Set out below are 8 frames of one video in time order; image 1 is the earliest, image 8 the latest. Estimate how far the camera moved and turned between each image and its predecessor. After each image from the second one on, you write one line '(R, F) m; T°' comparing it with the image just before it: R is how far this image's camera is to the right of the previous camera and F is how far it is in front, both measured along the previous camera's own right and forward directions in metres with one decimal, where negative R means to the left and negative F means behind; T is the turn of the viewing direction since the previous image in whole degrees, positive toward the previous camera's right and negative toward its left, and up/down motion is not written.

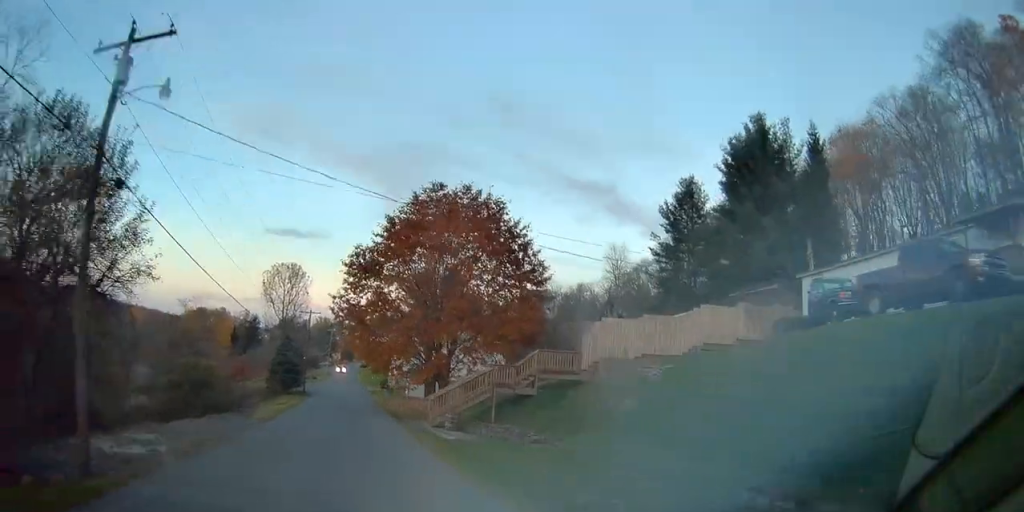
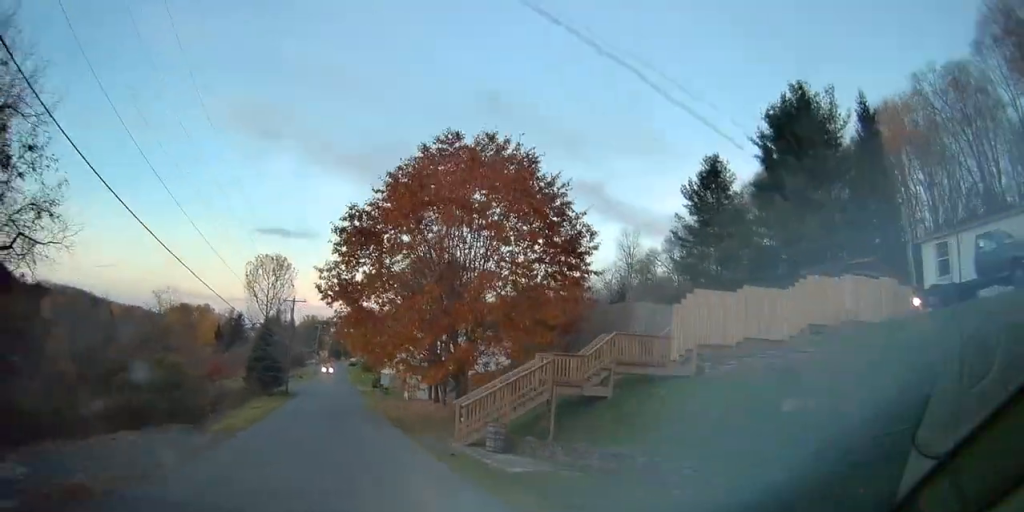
(+0.1, +8.1) m; +1°
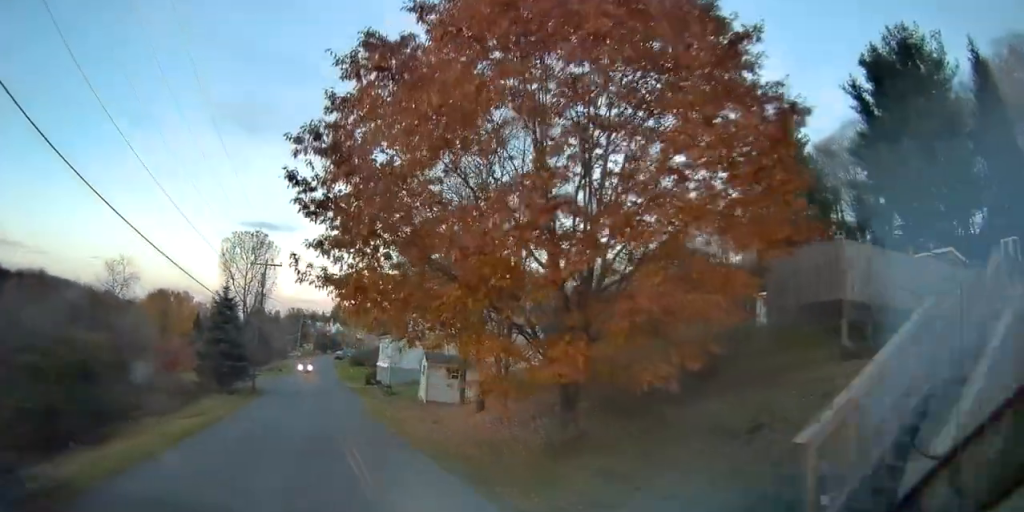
(+0.3, +14.5) m; 0°
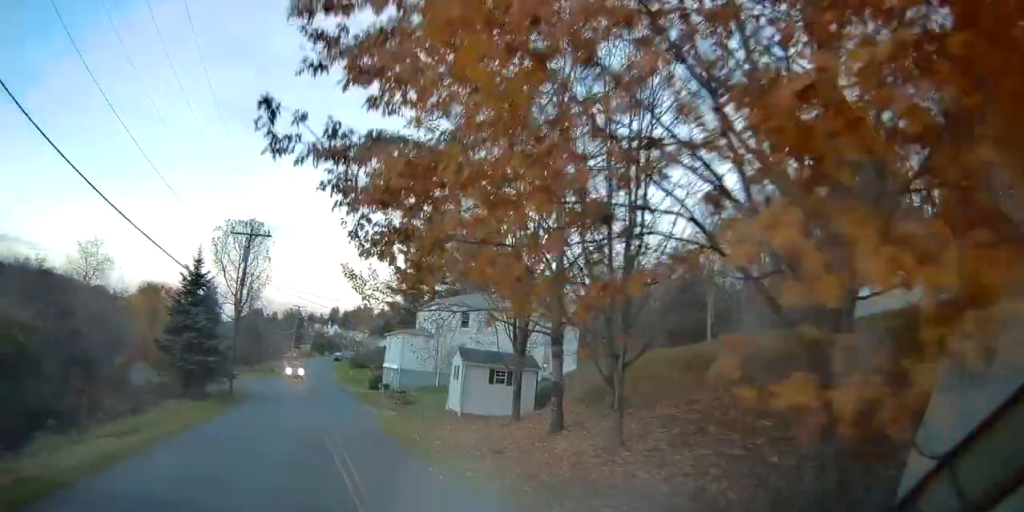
(-0.1, +8.5) m; -1°
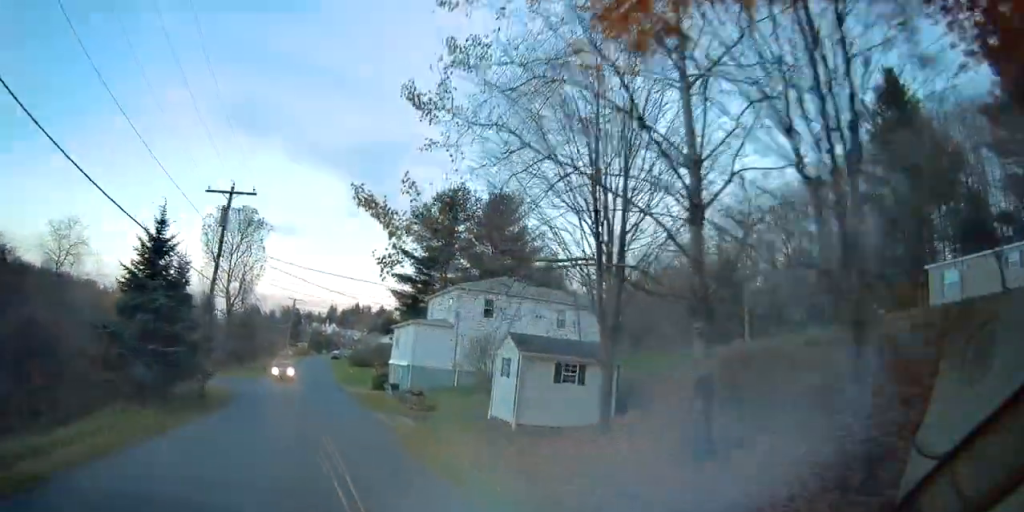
(-0.2, +6.8) m; -1°
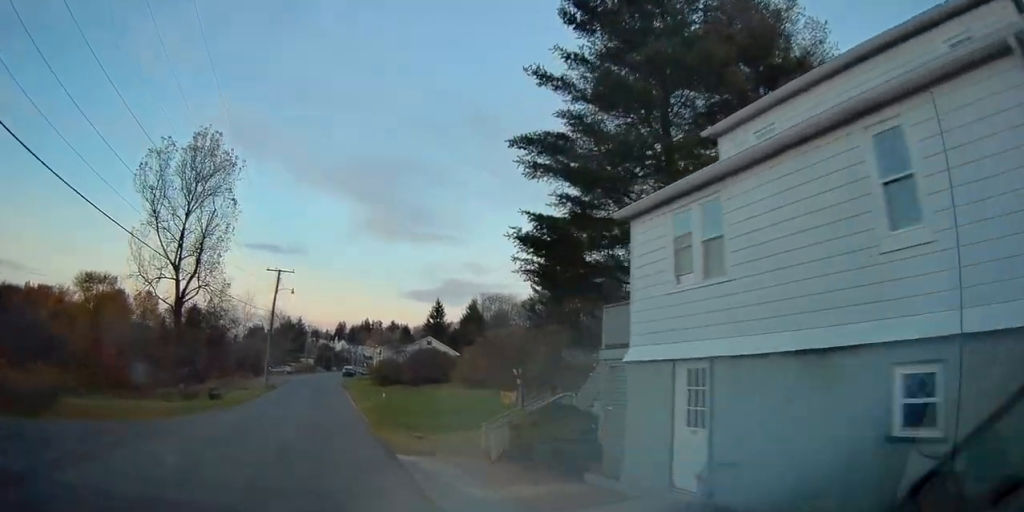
(+1.2, +35.4) m; +3°
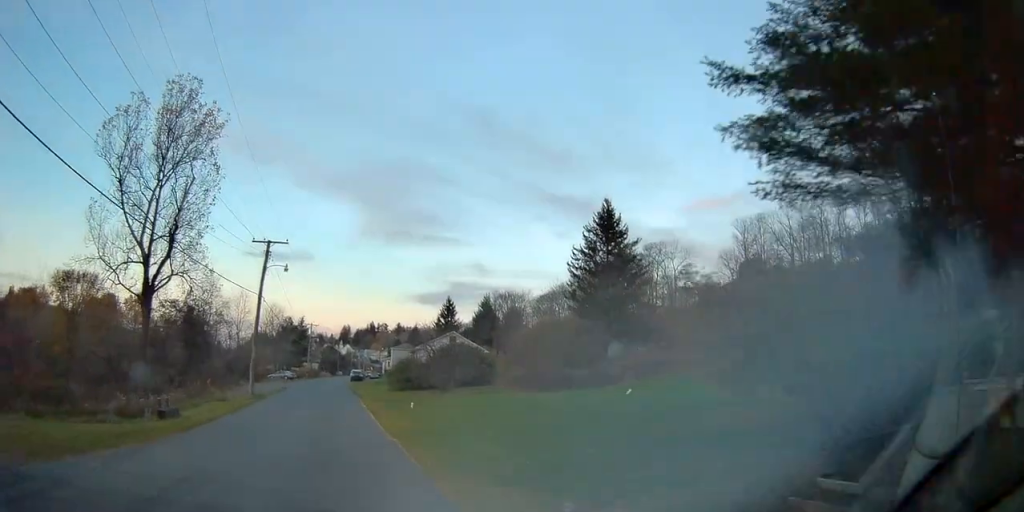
(-0.1, +11.6) m; -1°
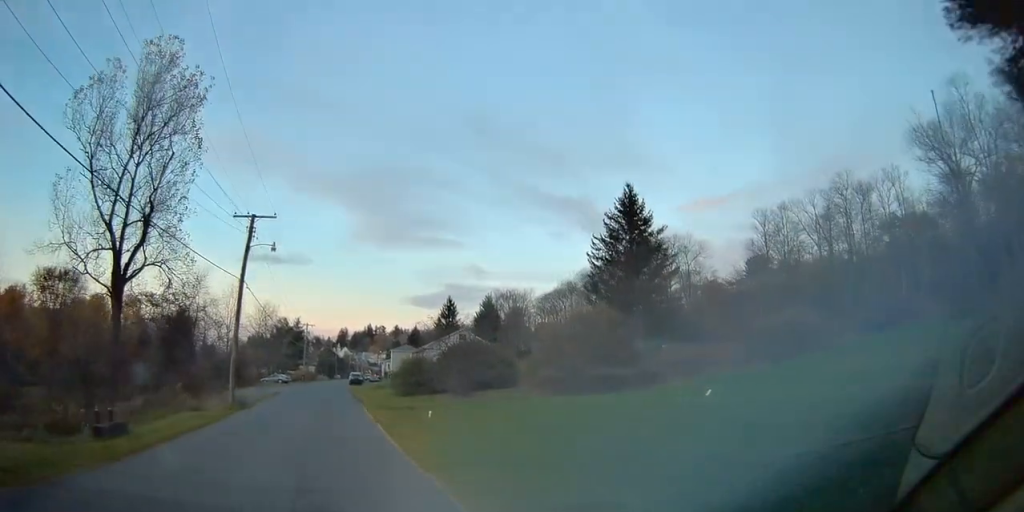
(0.0, +6.4) m; -1°
